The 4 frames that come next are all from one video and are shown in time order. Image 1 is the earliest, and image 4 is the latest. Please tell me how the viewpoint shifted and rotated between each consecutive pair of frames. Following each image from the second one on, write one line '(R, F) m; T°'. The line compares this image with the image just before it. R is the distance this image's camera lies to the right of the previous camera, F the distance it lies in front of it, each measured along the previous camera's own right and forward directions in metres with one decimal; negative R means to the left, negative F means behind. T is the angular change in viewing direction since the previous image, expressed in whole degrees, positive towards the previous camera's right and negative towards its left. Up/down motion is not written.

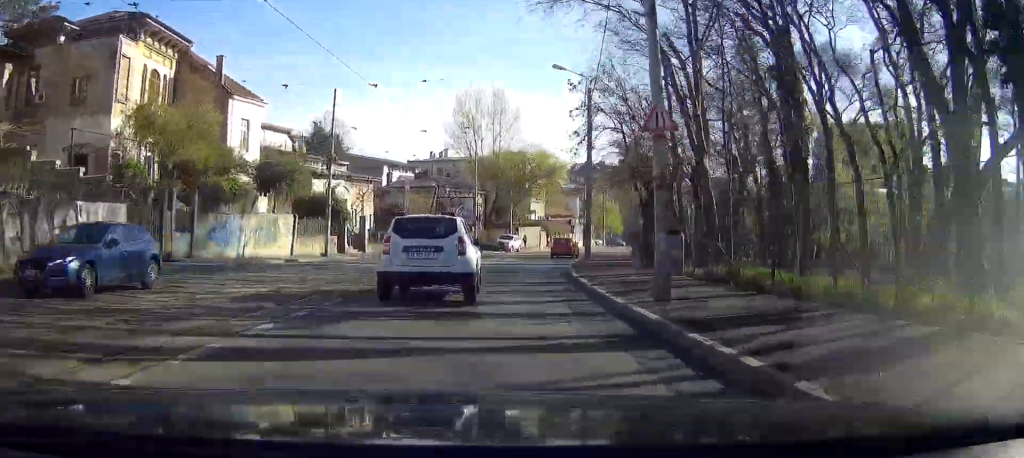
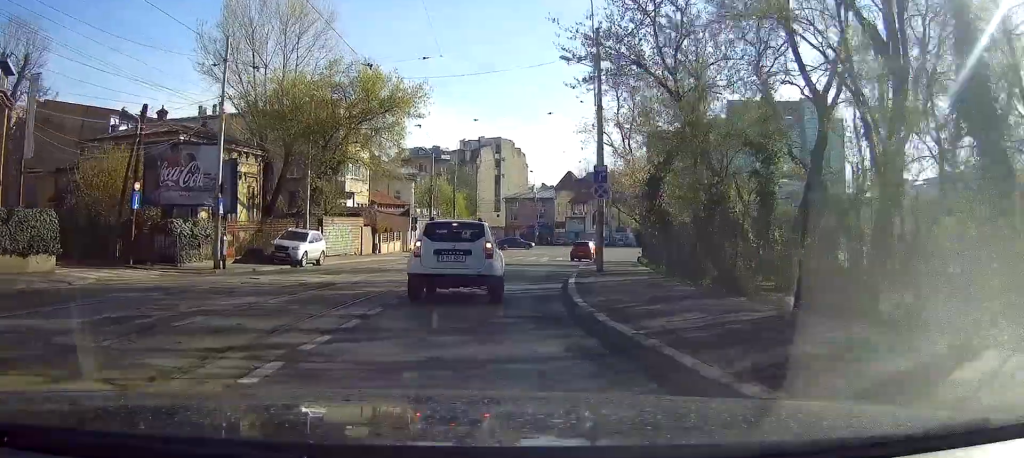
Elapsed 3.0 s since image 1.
(+3.8, +38.5) m; +11°
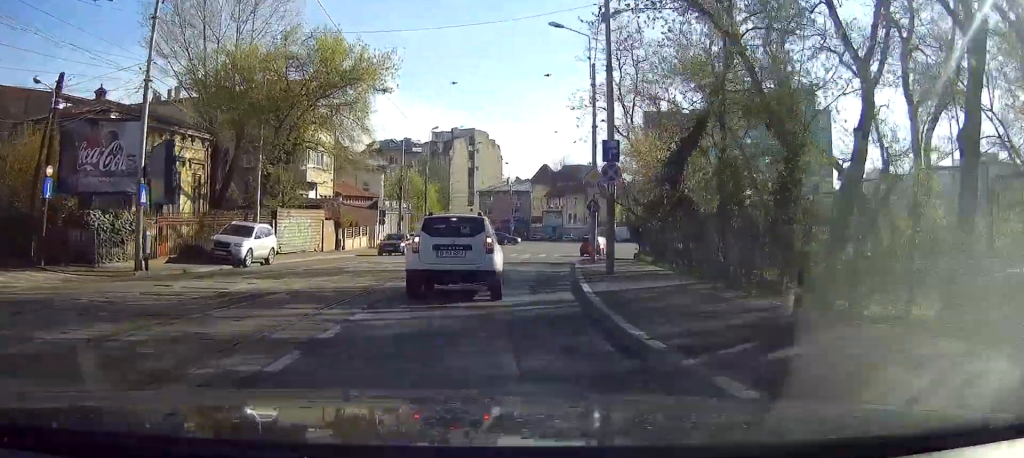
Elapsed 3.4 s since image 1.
(+0.3, +5.4) m; +6°
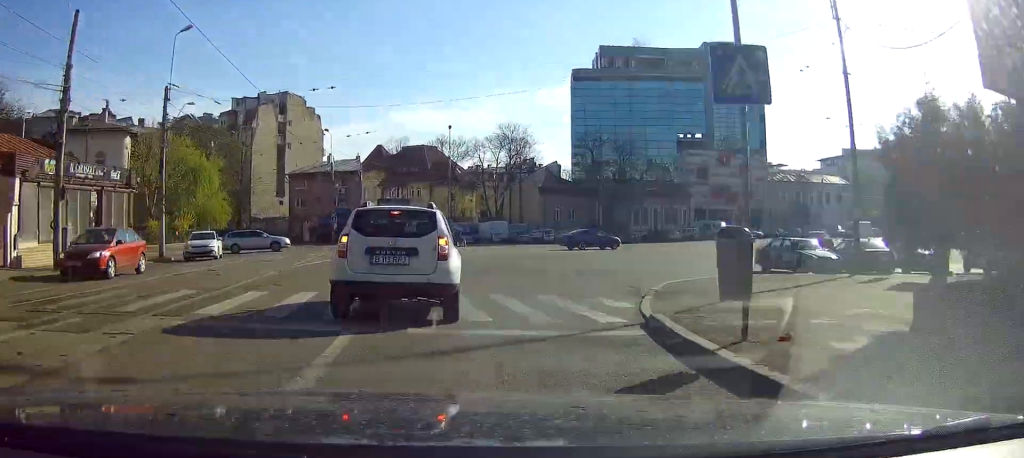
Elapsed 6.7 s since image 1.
(+9.4, +34.6) m; +19°
